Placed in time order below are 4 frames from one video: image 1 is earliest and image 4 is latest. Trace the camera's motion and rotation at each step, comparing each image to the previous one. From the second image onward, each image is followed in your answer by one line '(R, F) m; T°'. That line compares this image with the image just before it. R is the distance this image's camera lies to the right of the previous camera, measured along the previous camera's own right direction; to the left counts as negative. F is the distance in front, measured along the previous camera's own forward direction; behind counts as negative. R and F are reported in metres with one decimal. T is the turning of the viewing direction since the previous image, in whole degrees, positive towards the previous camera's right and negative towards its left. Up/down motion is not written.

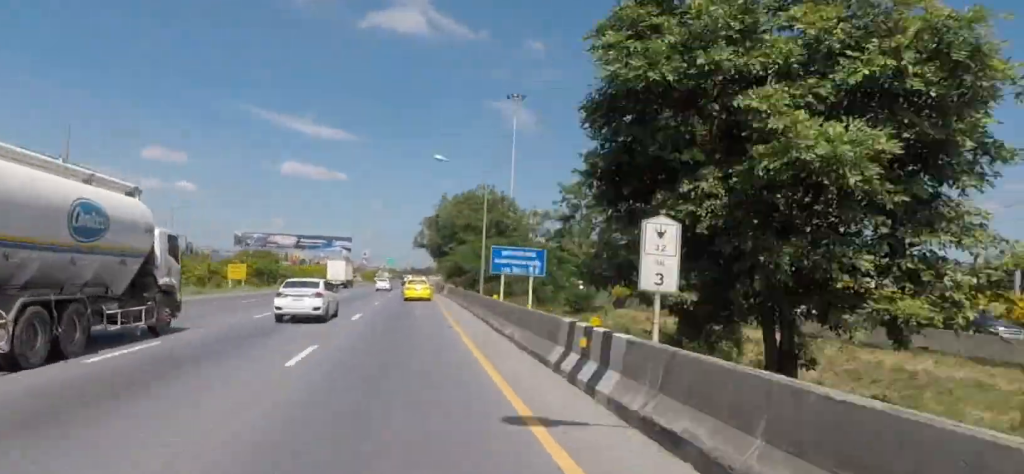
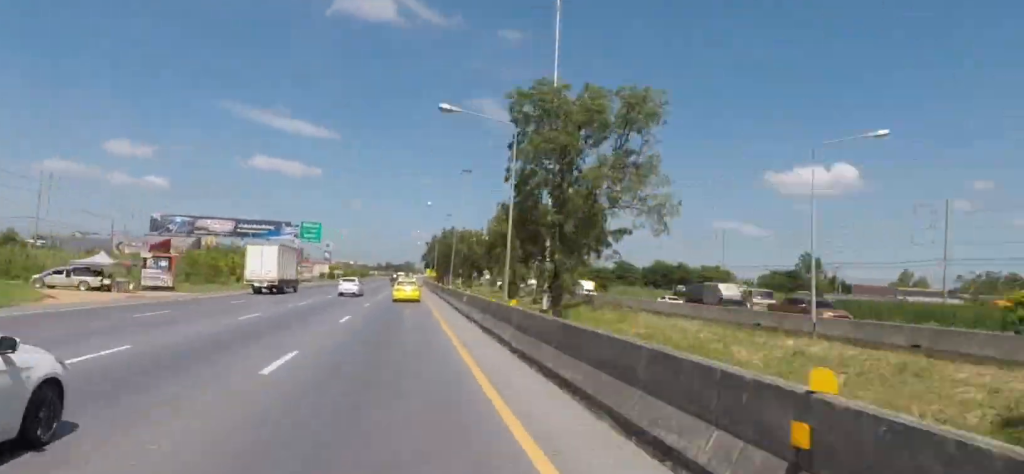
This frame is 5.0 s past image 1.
(+0.8, +136.8) m; +1°
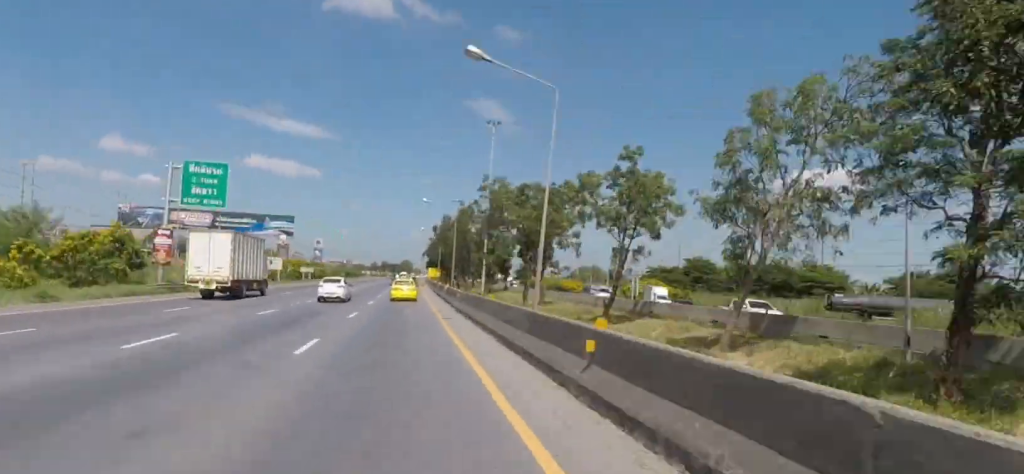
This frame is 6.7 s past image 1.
(+0.5, +46.6) m; +1°
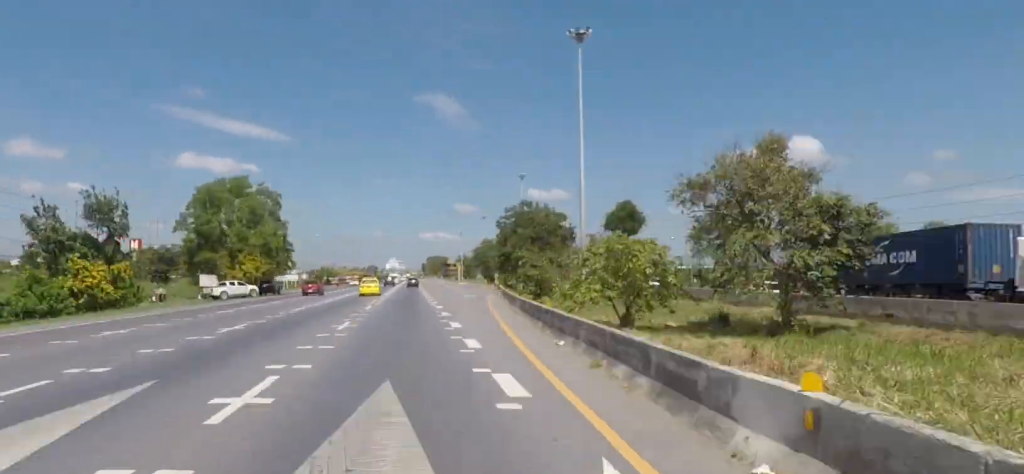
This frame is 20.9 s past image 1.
(+10.1, +410.9) m; +4°
